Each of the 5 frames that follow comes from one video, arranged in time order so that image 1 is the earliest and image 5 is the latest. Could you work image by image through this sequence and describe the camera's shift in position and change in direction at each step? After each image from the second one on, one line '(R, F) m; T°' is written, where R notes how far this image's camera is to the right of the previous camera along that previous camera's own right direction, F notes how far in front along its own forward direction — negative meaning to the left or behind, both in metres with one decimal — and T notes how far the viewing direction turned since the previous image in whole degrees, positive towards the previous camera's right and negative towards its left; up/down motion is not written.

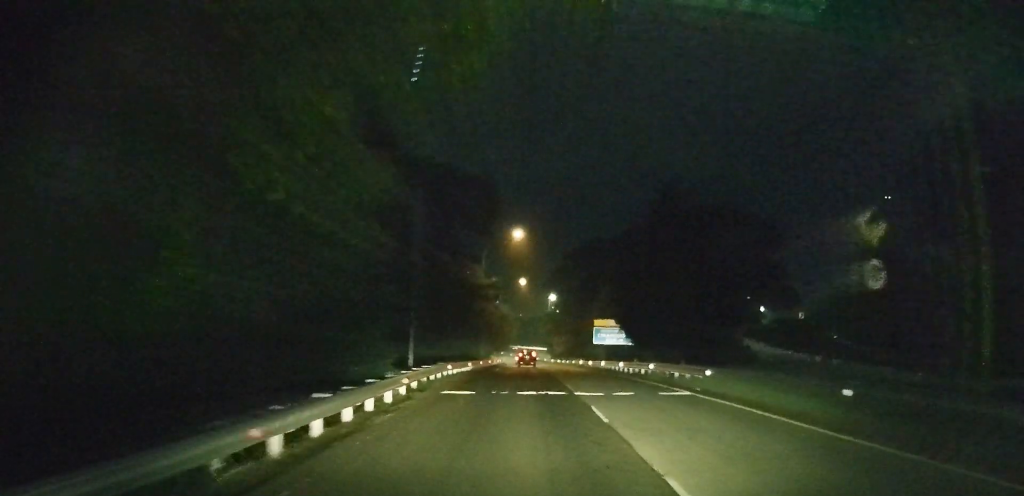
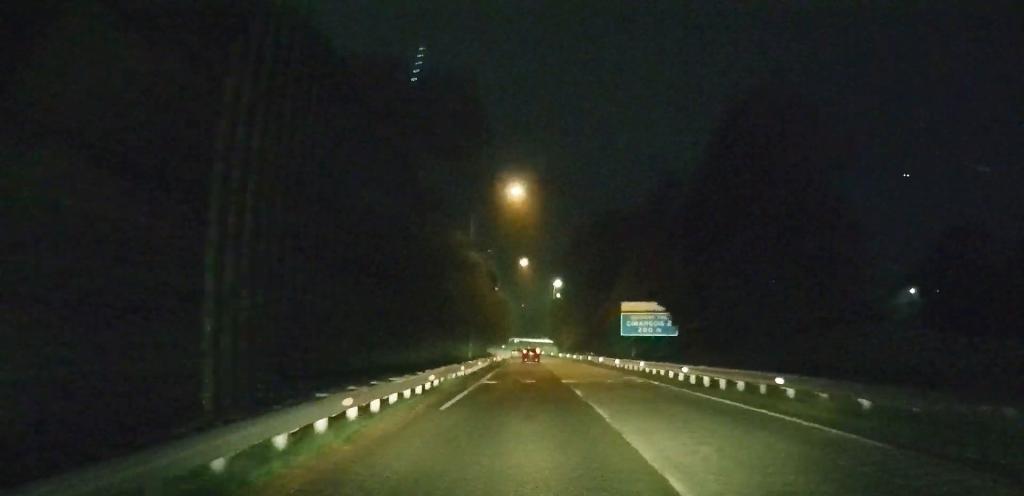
(0.0, +12.9) m; 0°
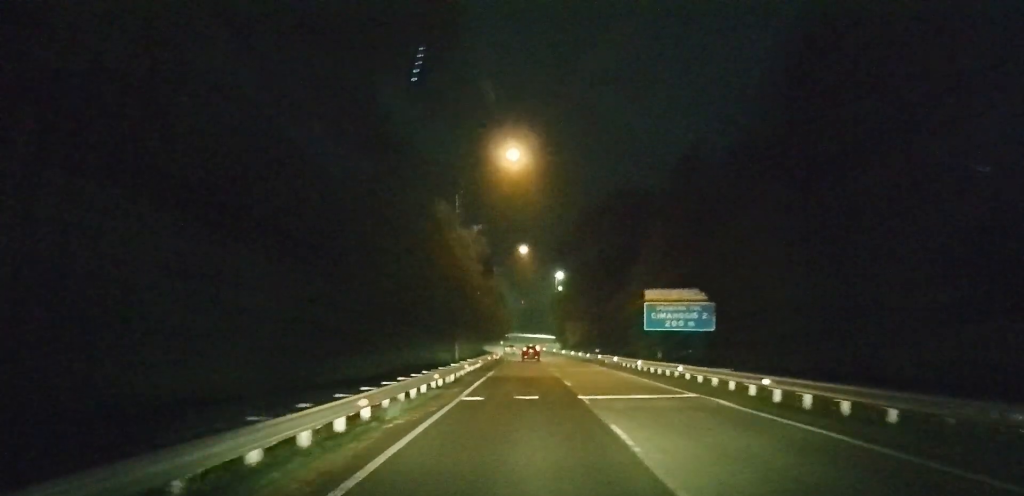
(0.0, +7.2) m; 0°
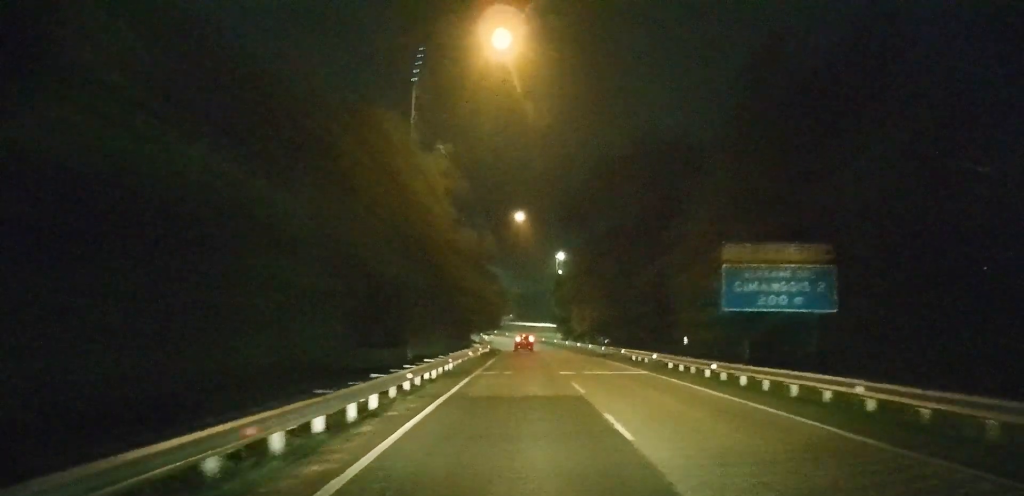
(0.0, +13.0) m; 0°
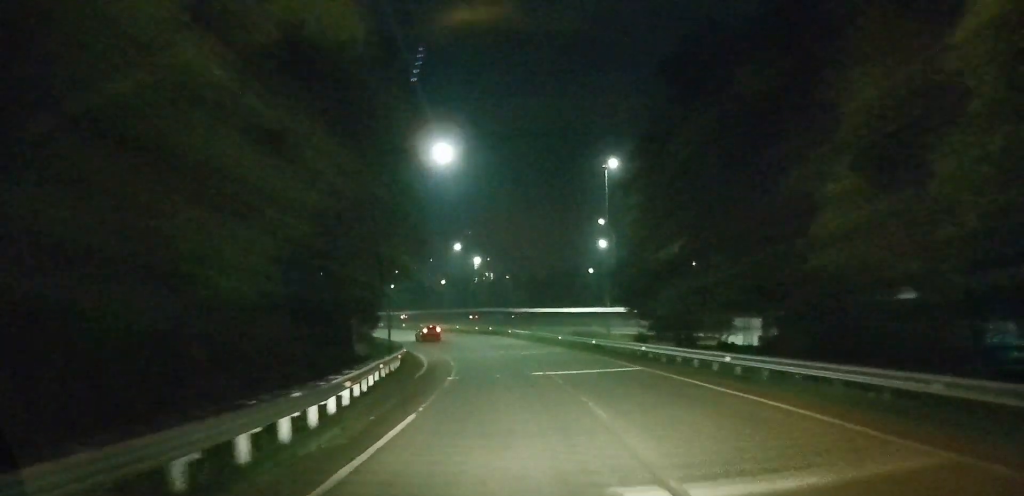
(+0.6, +61.0) m; +1°
